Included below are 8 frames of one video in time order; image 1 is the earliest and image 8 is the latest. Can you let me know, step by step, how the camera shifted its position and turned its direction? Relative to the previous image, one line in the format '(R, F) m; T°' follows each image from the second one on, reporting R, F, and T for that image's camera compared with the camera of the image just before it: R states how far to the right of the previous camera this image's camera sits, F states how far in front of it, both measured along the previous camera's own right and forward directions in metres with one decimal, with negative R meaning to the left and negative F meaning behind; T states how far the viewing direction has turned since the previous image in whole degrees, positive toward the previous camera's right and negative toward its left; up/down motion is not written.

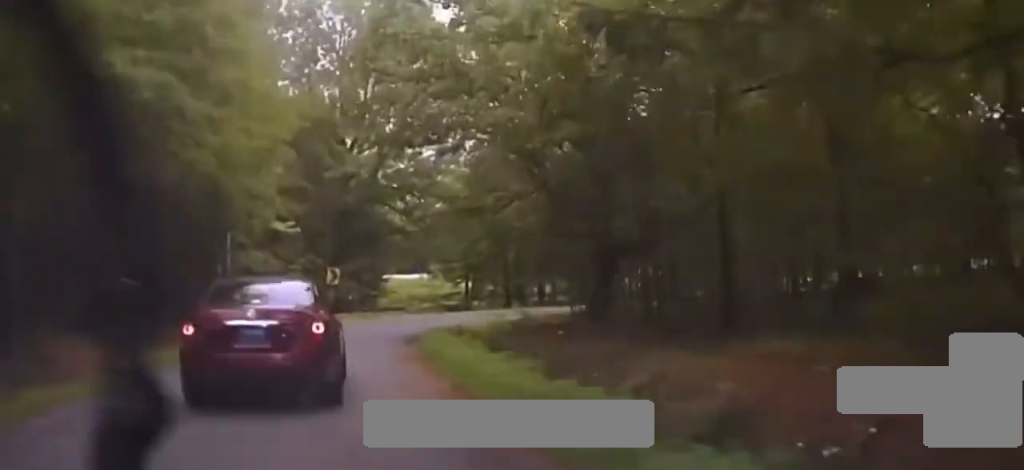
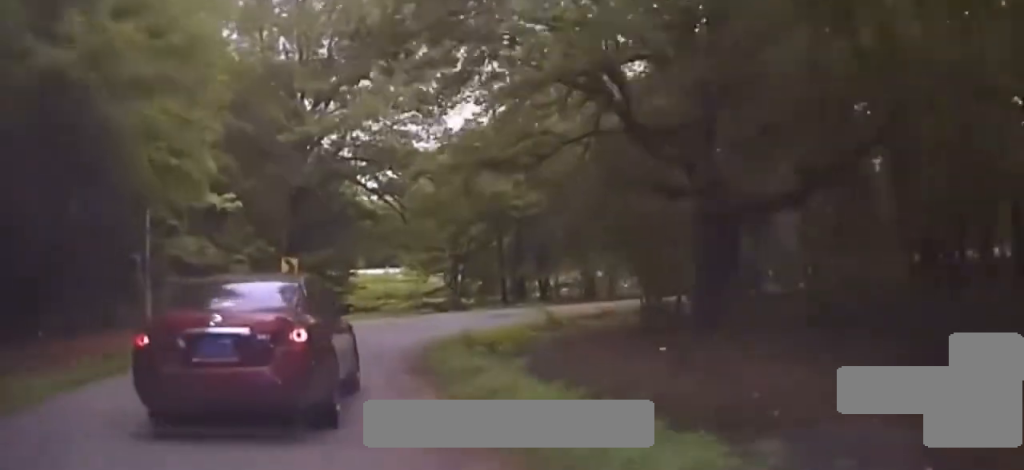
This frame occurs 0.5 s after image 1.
(+0.2, +8.2) m; +2°
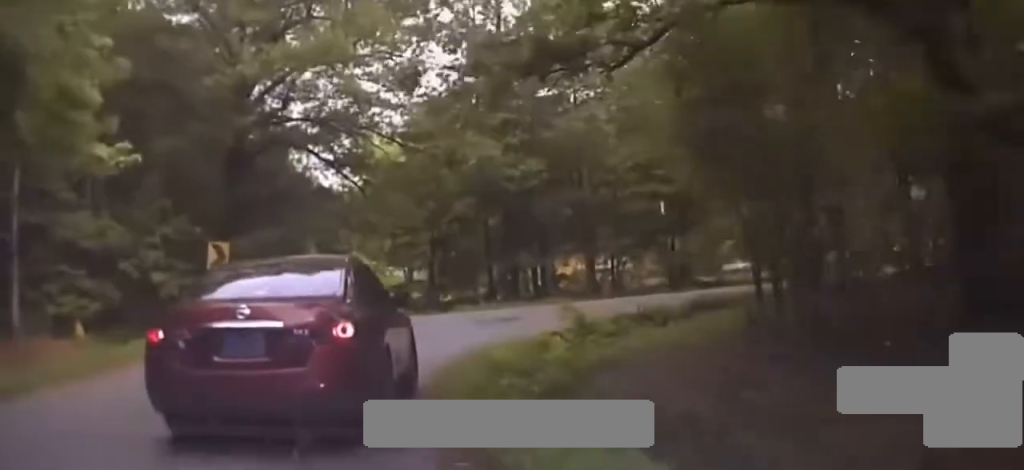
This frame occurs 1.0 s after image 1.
(+0.1, +8.3) m; +3°
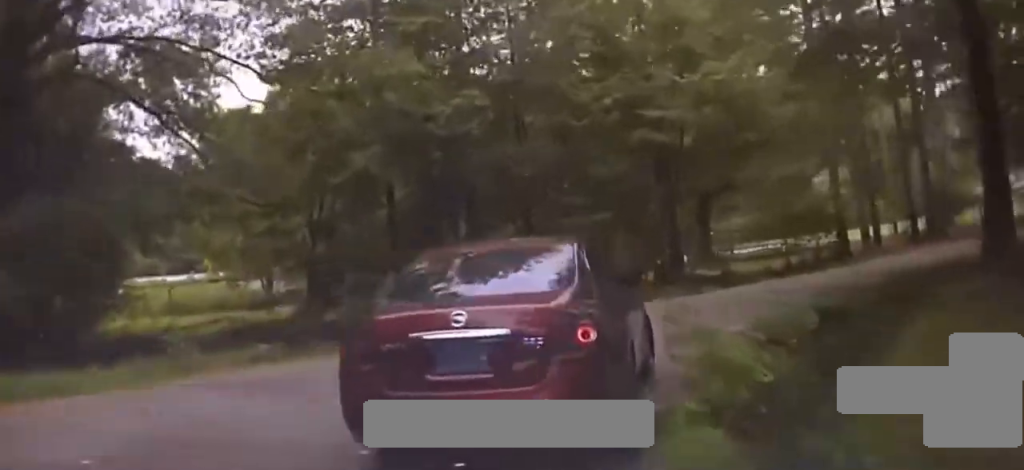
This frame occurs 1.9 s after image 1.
(+0.3, +13.5) m; +11°
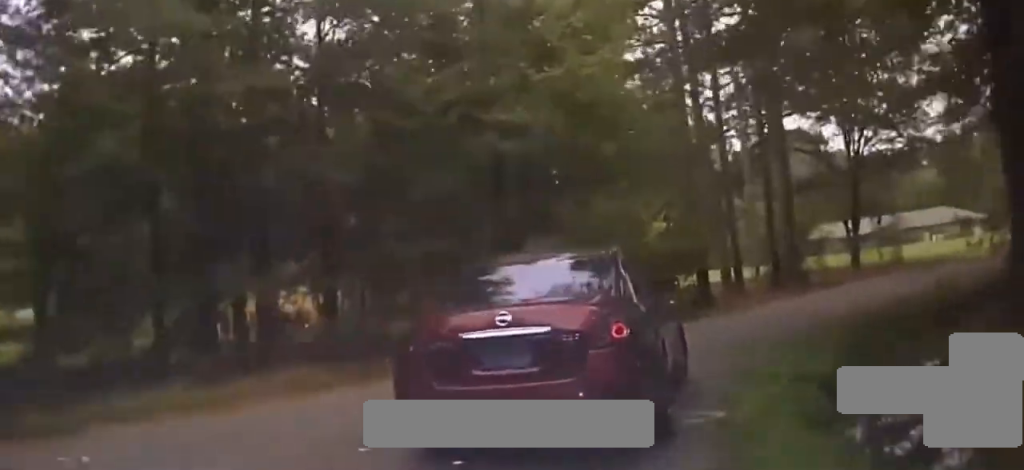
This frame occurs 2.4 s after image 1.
(+1.0, +6.6) m; +11°
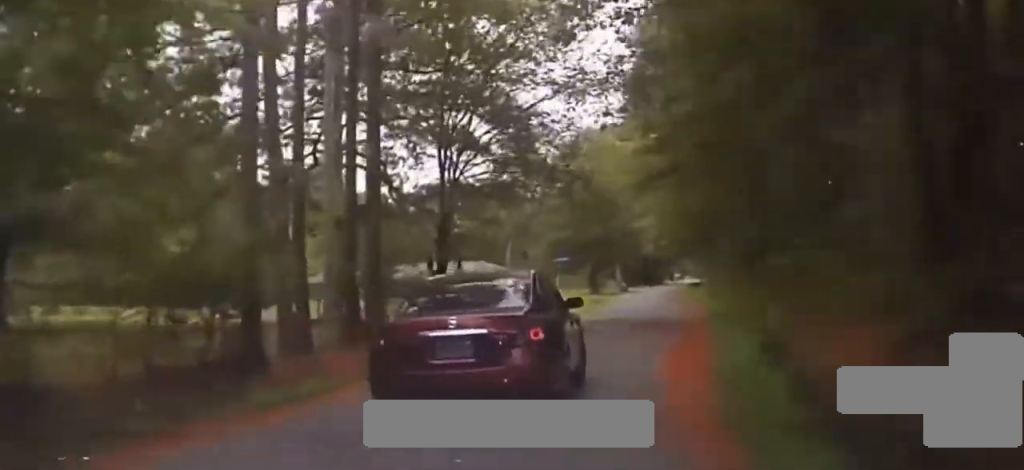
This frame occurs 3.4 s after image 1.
(+2.2, +10.7) m; +24°
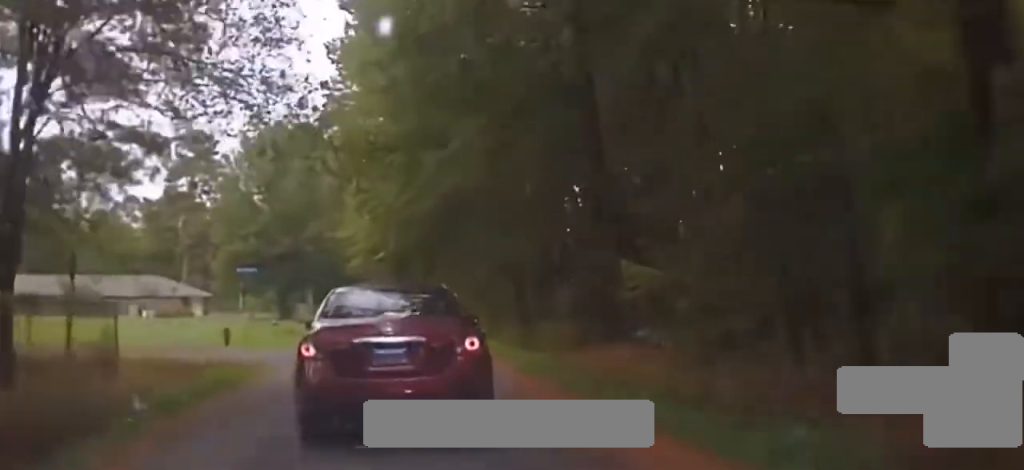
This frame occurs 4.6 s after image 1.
(+2.9, +12.1) m; +20°
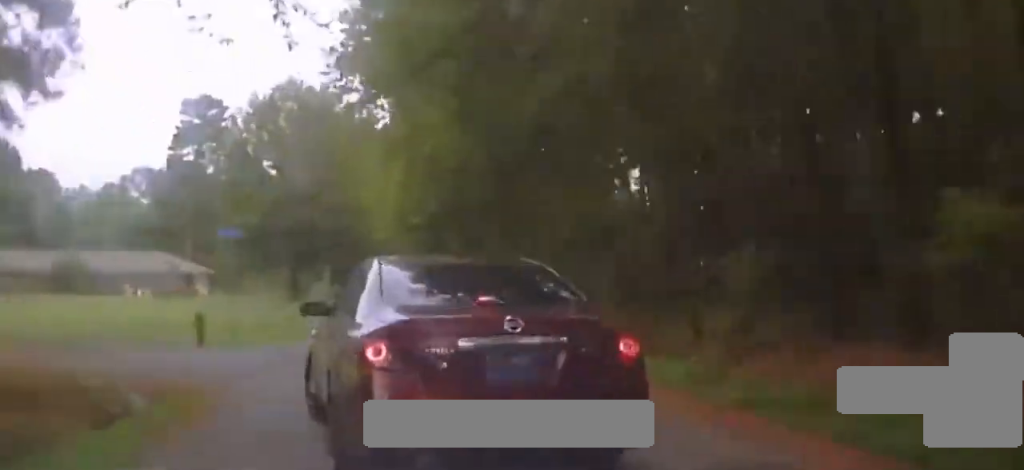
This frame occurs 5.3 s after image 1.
(+0.5, +8.7) m; +3°
